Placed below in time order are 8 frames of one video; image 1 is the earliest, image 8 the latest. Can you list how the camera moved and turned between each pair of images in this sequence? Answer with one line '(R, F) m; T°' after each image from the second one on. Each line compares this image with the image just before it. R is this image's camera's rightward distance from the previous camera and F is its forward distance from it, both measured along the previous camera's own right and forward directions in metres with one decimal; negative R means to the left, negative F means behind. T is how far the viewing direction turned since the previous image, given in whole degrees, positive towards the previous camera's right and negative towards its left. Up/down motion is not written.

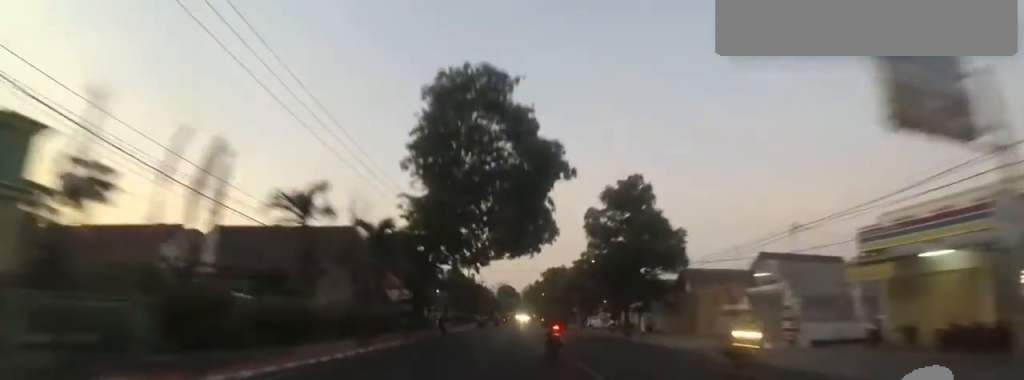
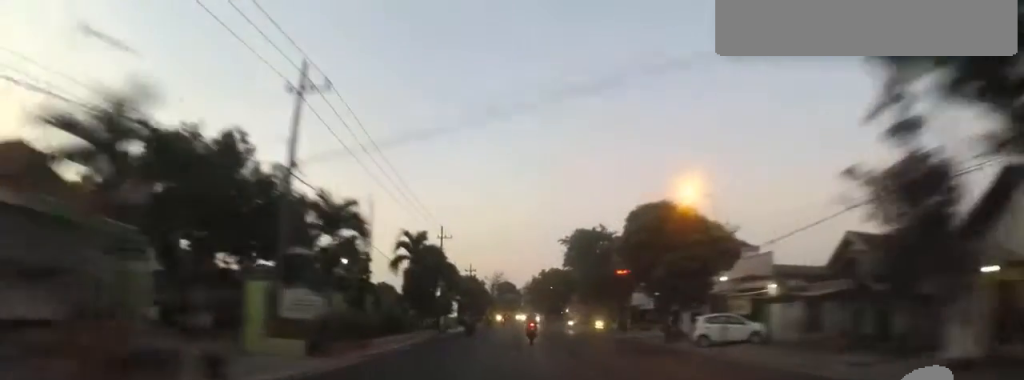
(-1.3, +31.9) m; -1°
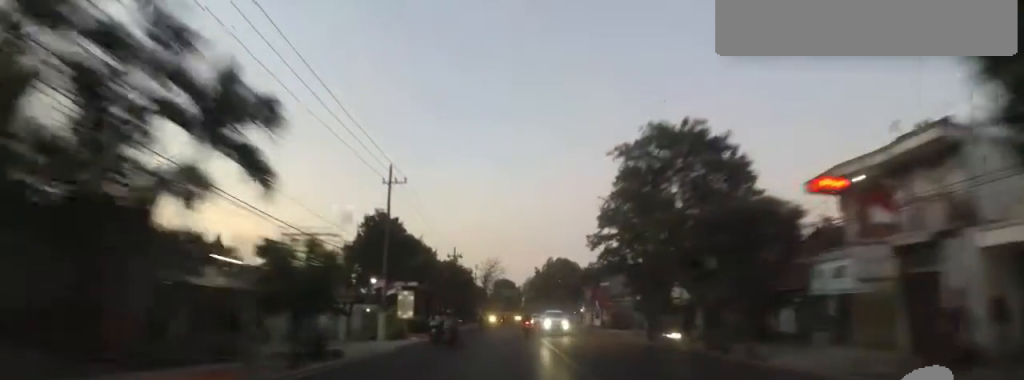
(+1.1, +22.7) m; 0°
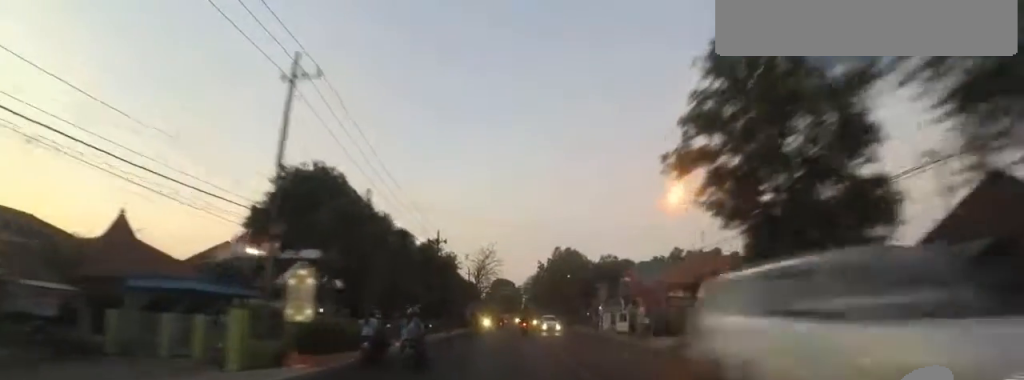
(-1.0, +15.2) m; 0°
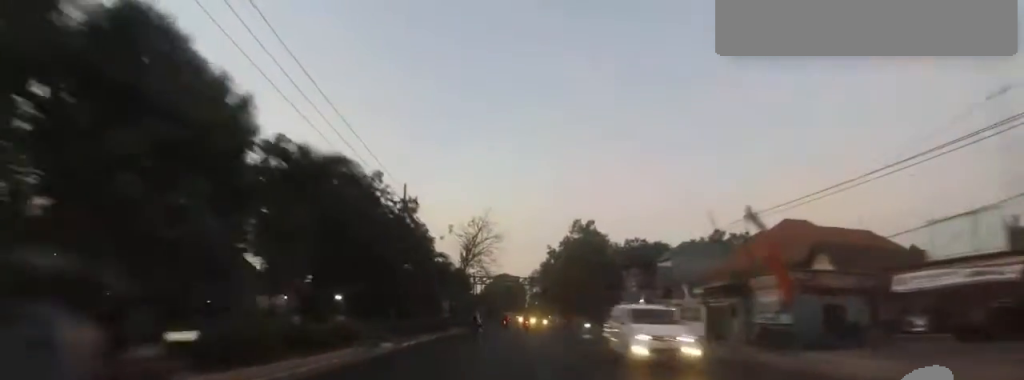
(+1.0, +18.0) m; +2°
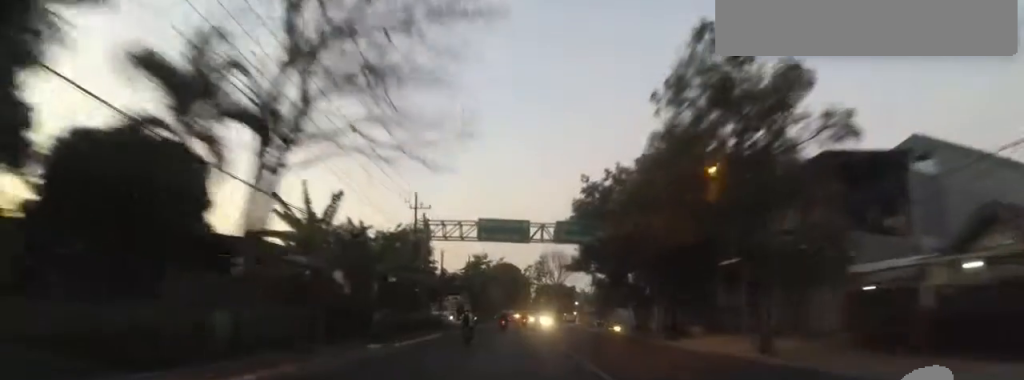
(-1.0, +34.3) m; -2°
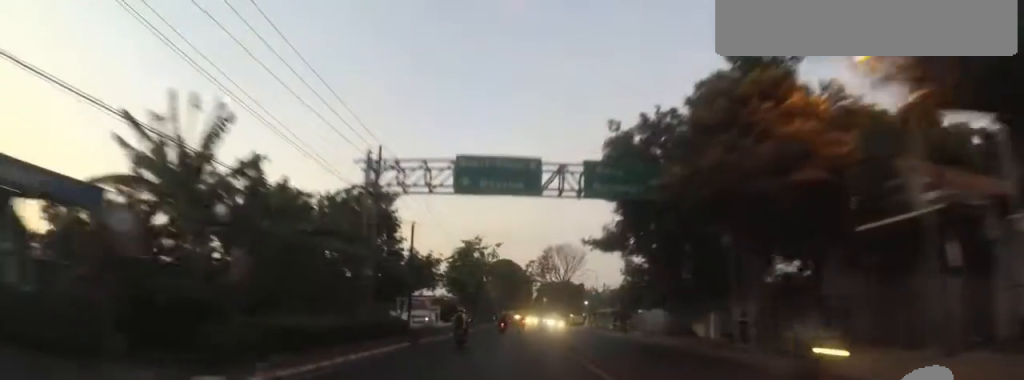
(0.0, +10.6) m; 0°
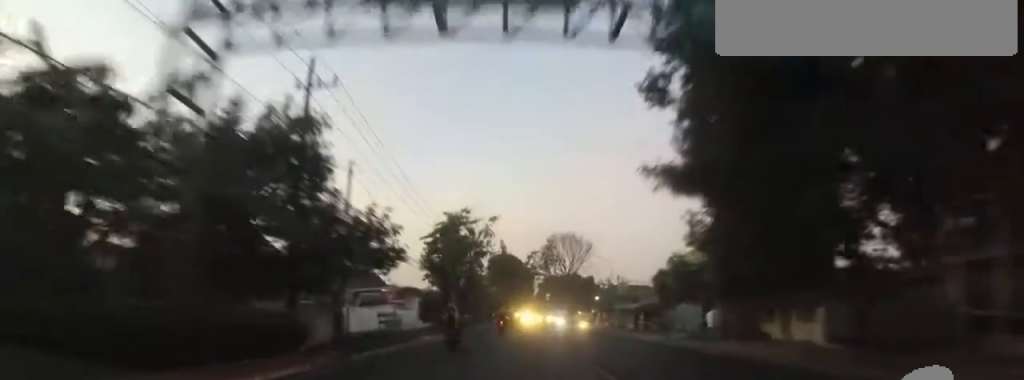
(0.0, +9.9) m; 0°
